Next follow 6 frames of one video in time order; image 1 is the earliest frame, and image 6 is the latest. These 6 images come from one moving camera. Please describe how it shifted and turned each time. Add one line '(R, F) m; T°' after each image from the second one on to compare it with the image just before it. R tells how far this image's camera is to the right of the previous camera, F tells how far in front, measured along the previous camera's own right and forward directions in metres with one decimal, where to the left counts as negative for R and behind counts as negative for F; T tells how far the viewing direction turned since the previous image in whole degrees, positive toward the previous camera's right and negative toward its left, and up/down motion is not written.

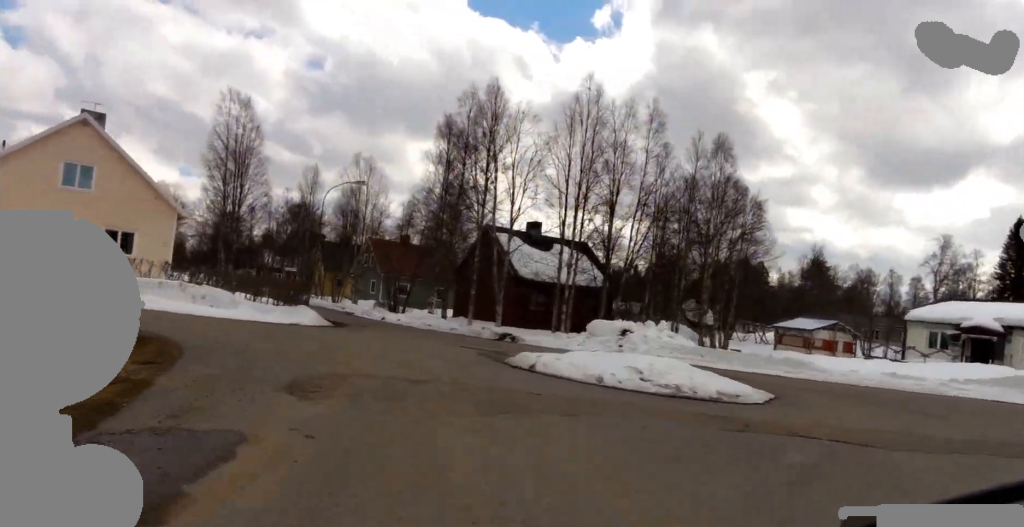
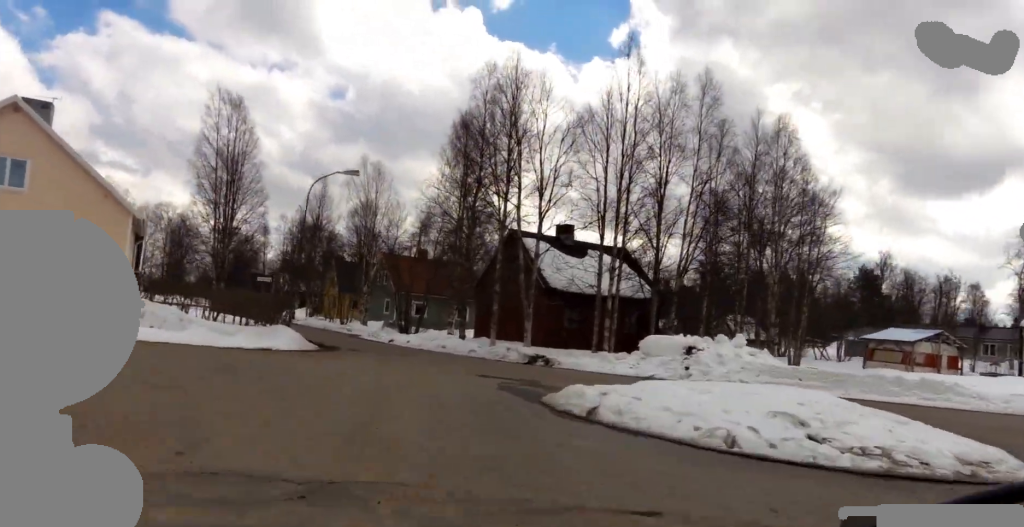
(+0.2, +7.0) m; 0°
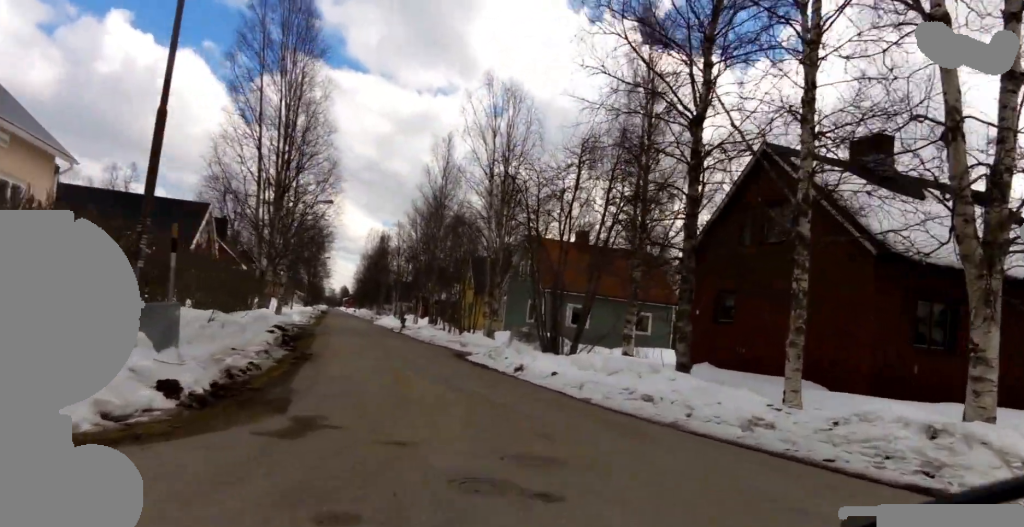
(-0.8, +20.5) m; -8°
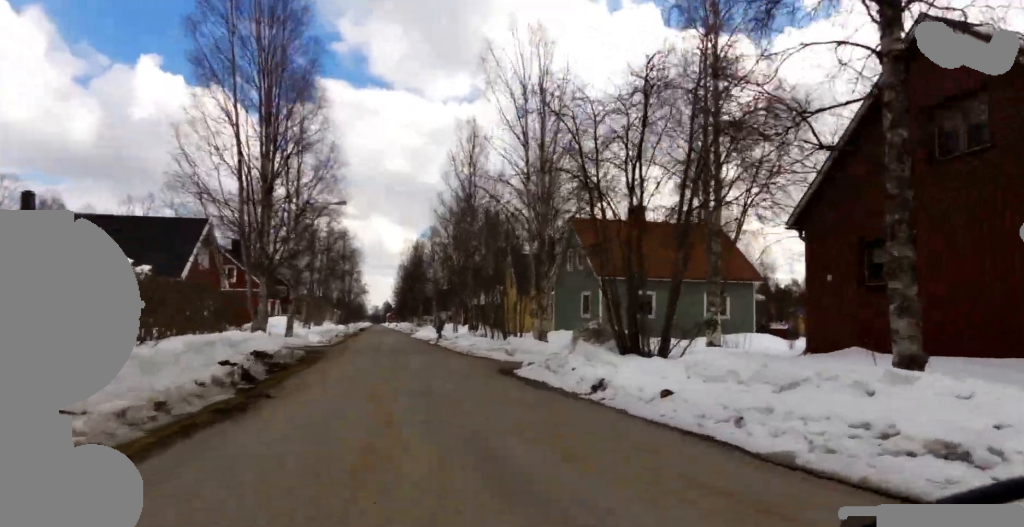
(-0.2, +6.1) m; -9°
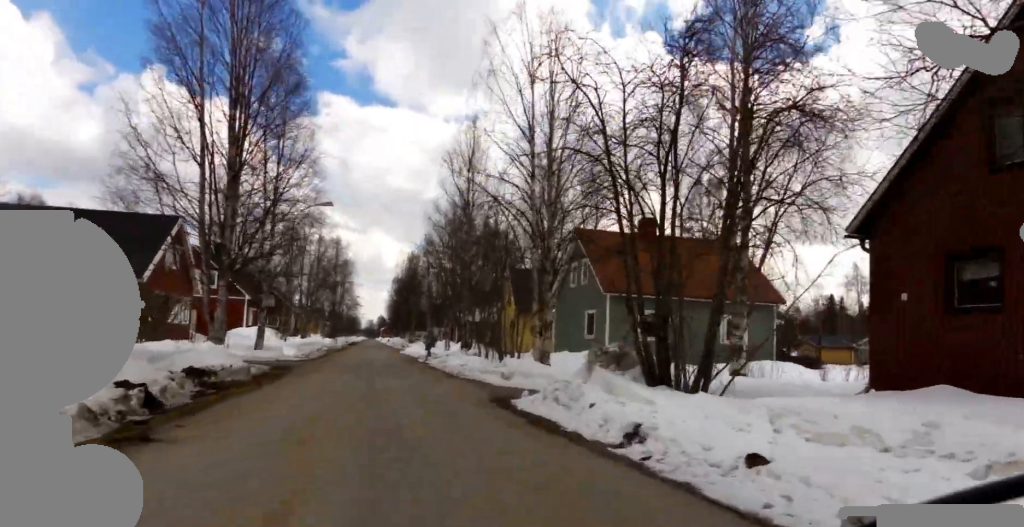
(-0.3, +3.1) m; -1°
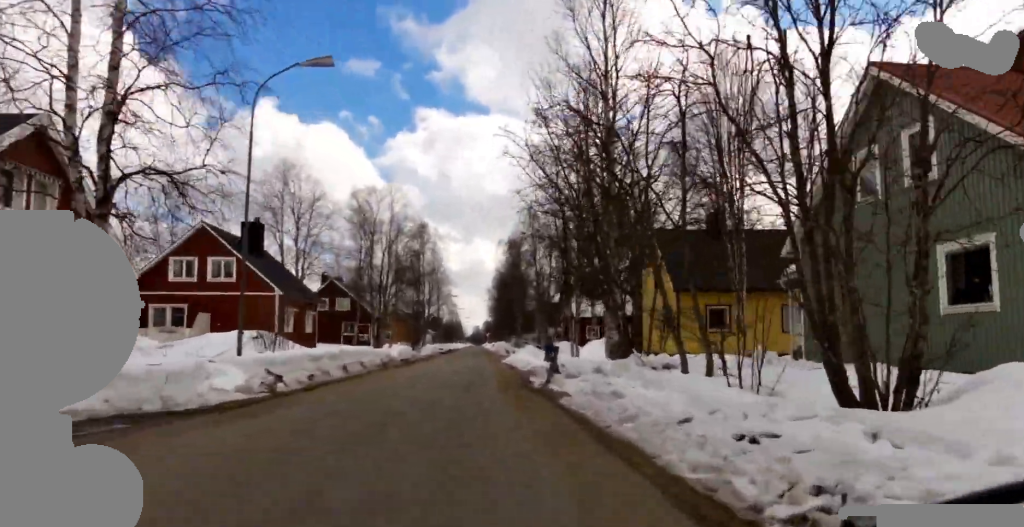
(-1.0, +18.5) m; -11°
